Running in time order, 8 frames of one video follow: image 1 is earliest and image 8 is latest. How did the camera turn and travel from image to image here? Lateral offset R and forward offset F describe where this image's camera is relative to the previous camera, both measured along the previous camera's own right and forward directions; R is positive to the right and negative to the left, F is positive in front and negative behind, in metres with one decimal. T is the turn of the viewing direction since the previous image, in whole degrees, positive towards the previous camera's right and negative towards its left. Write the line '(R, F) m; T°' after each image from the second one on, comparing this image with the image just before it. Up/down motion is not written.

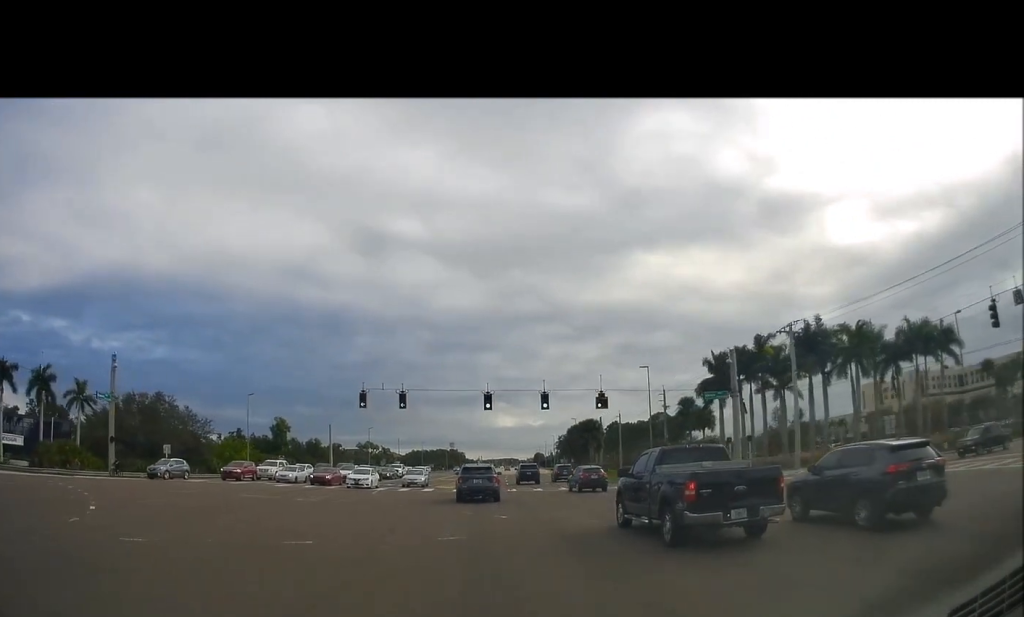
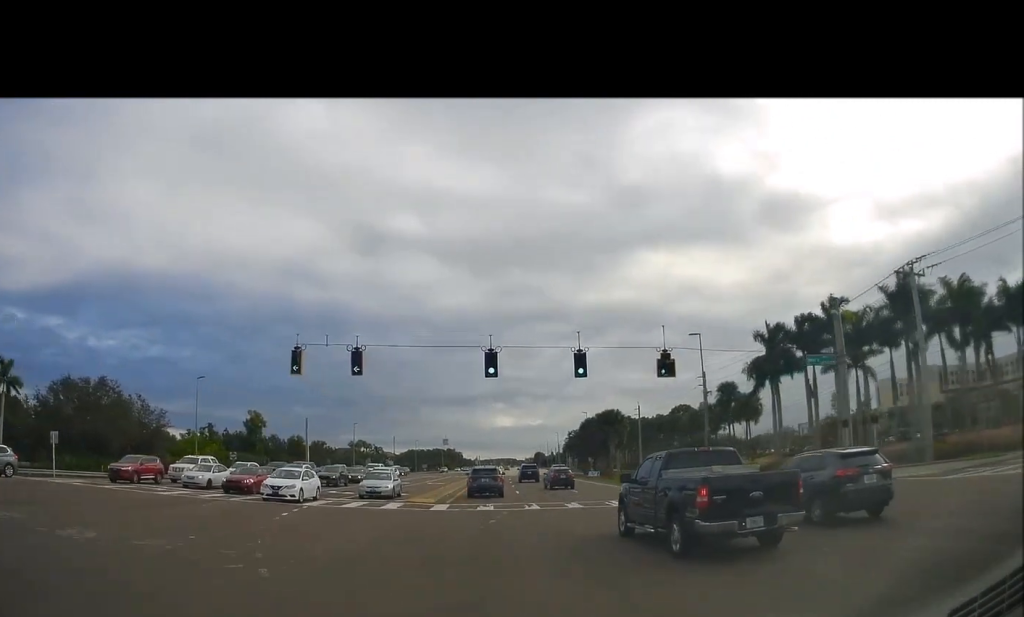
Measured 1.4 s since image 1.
(-0.5, +13.6) m; -3°
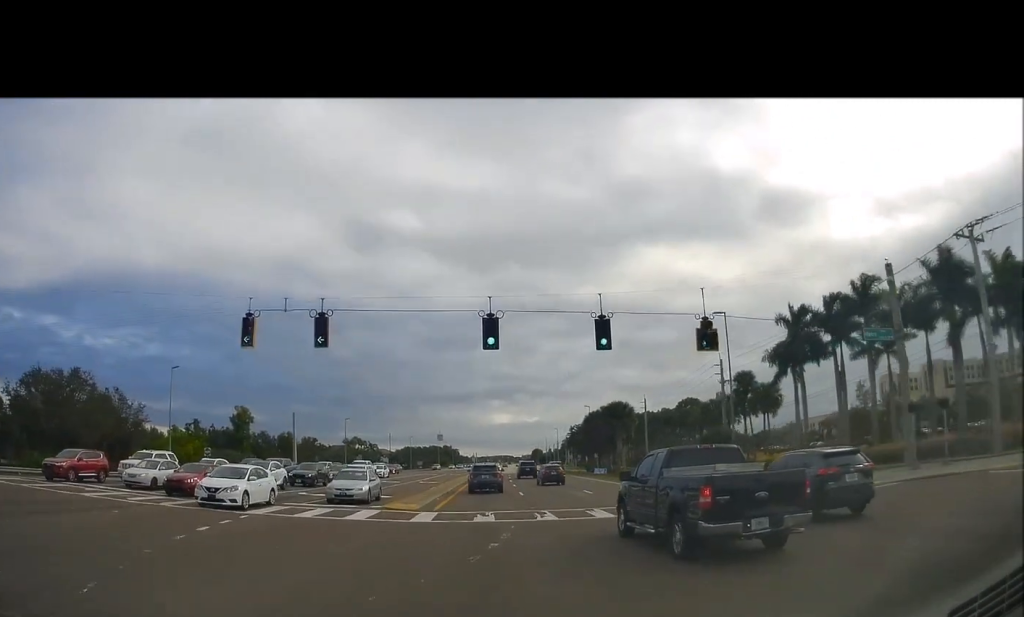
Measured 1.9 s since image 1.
(0.0, +5.3) m; +1°
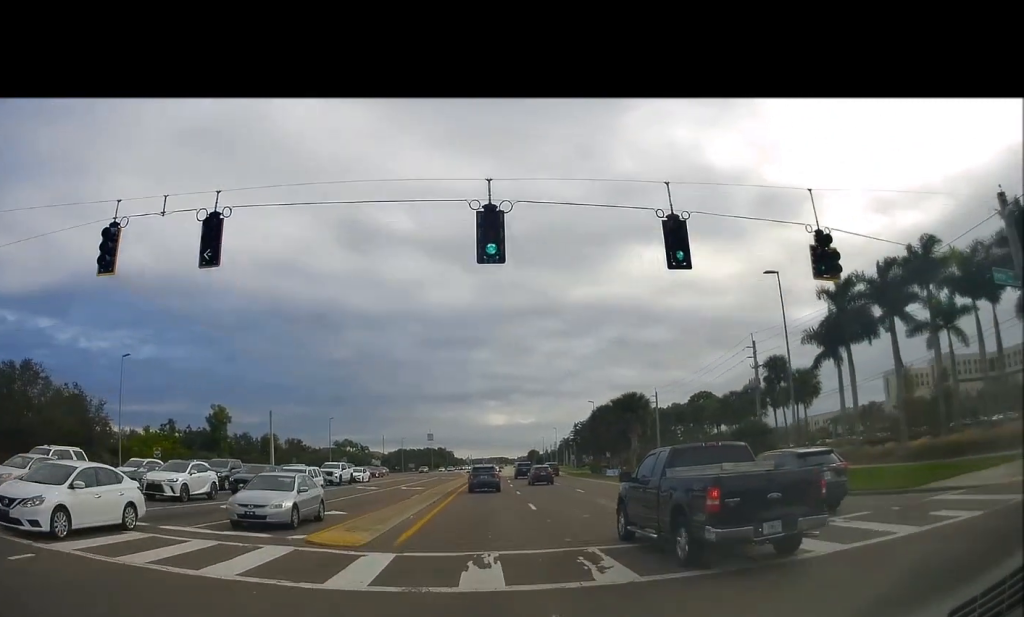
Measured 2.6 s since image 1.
(0.0, +8.5) m; 0°
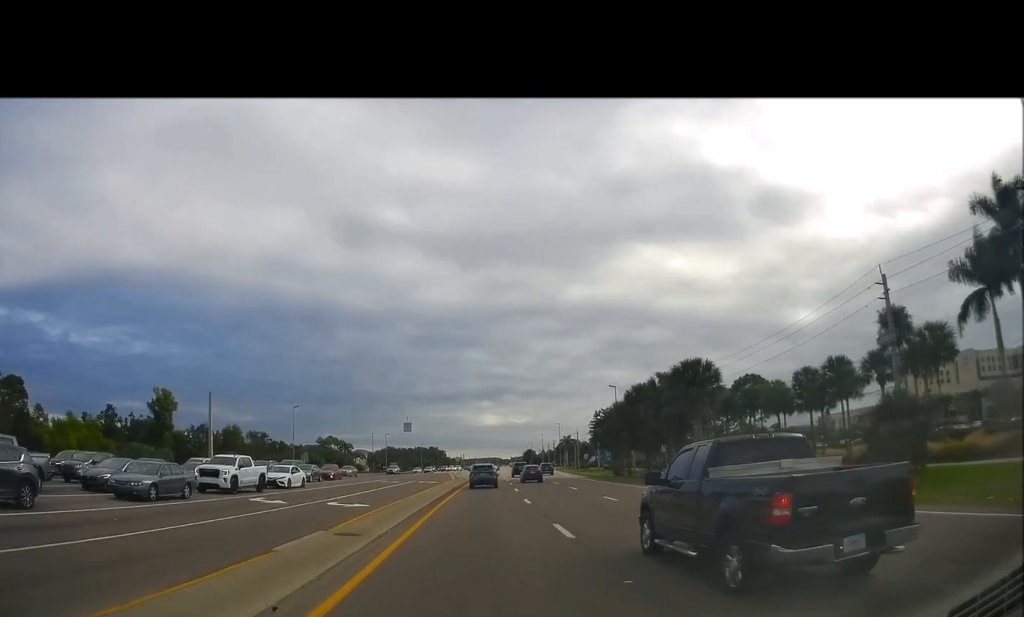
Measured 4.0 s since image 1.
(-0.1, +20.7) m; +1°
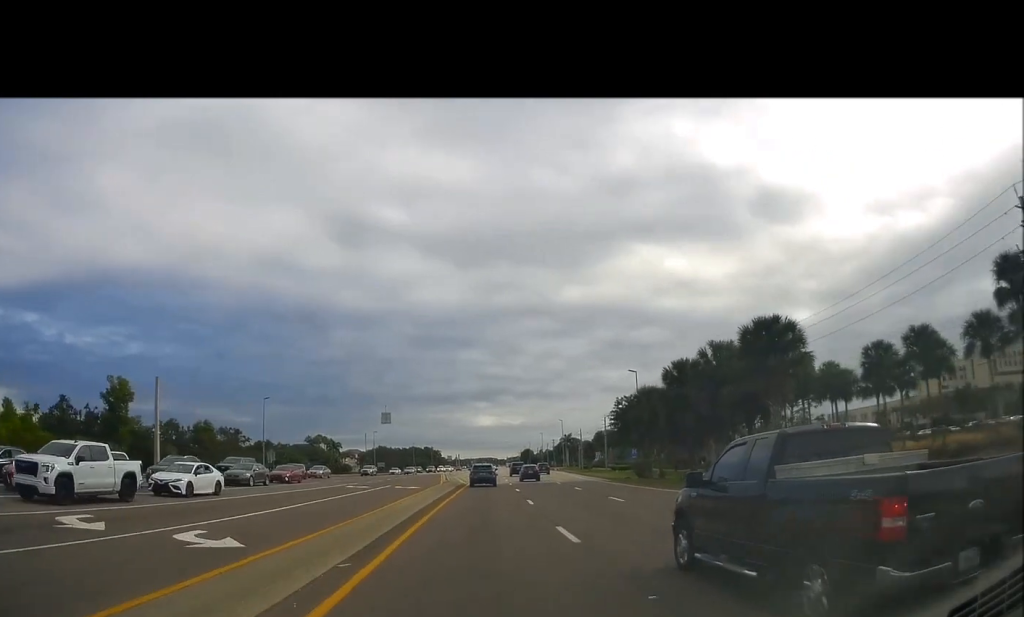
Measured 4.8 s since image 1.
(+0.3, +13.7) m; +1°
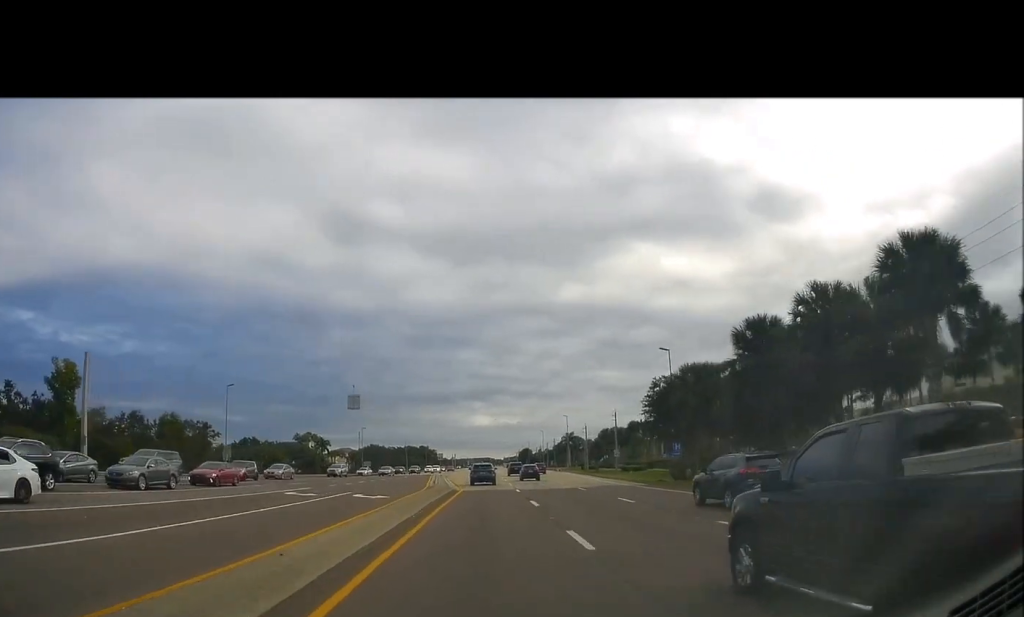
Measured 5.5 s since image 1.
(+0.3, +13.7) m; +1°
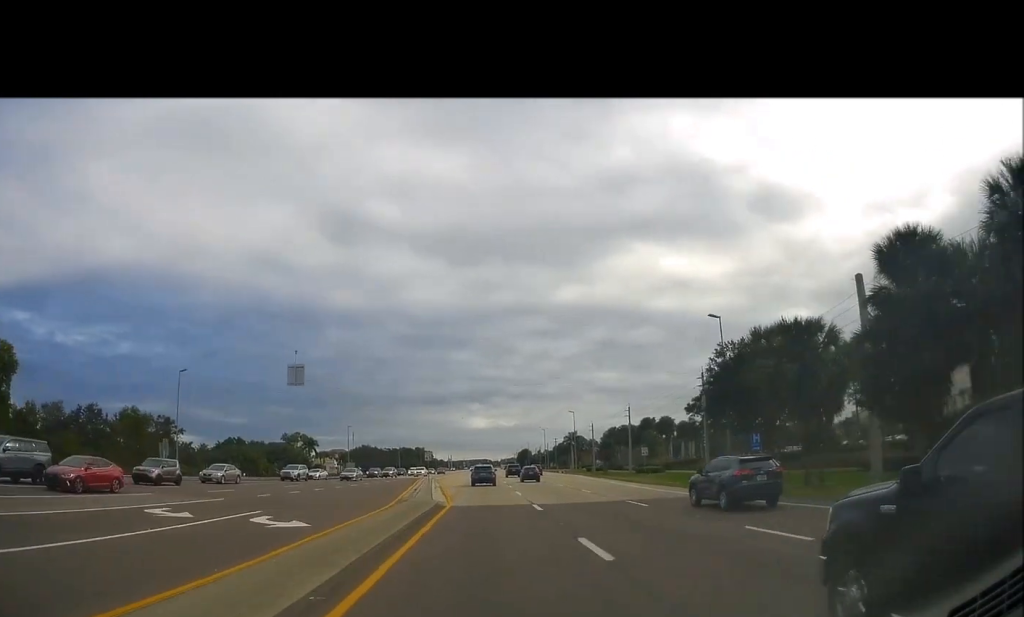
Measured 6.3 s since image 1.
(-0.2, +13.3) m; 0°
